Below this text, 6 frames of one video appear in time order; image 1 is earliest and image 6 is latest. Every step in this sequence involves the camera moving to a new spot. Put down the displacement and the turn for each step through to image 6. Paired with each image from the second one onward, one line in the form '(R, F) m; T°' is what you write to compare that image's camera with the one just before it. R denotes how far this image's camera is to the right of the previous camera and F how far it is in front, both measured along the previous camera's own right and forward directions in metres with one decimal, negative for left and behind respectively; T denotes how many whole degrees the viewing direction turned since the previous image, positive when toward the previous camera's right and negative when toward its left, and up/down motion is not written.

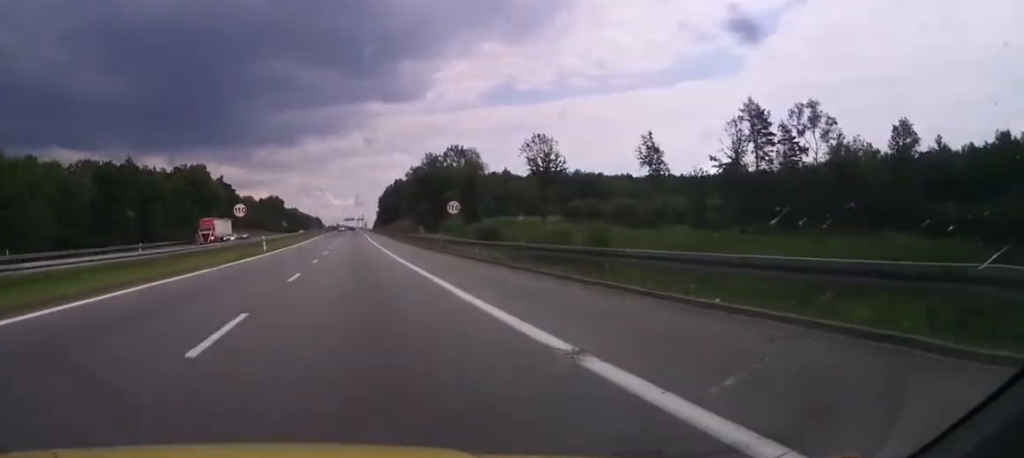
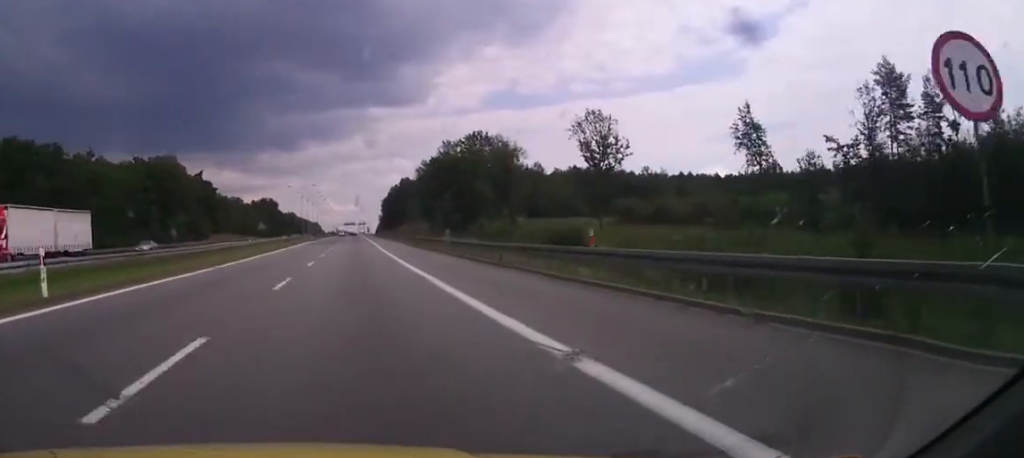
(-0.3, +39.0) m; 0°
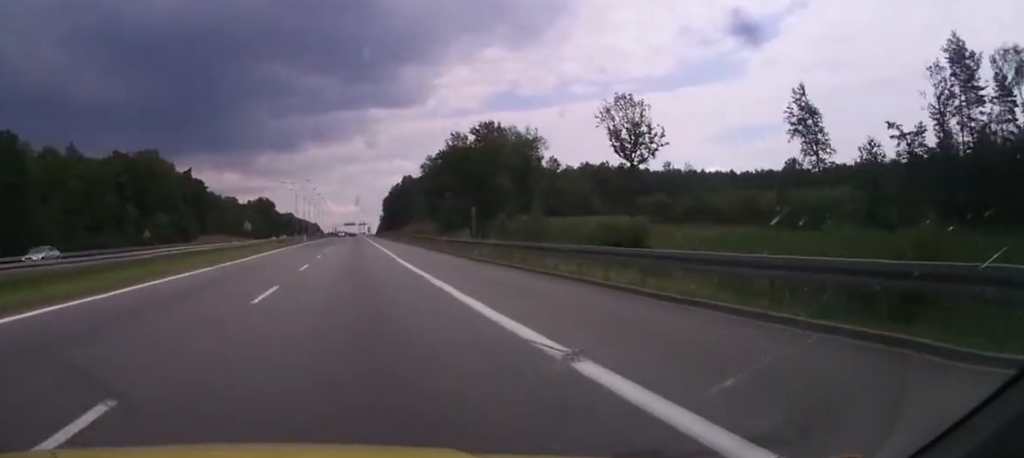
(+0.2, +15.5) m; 0°
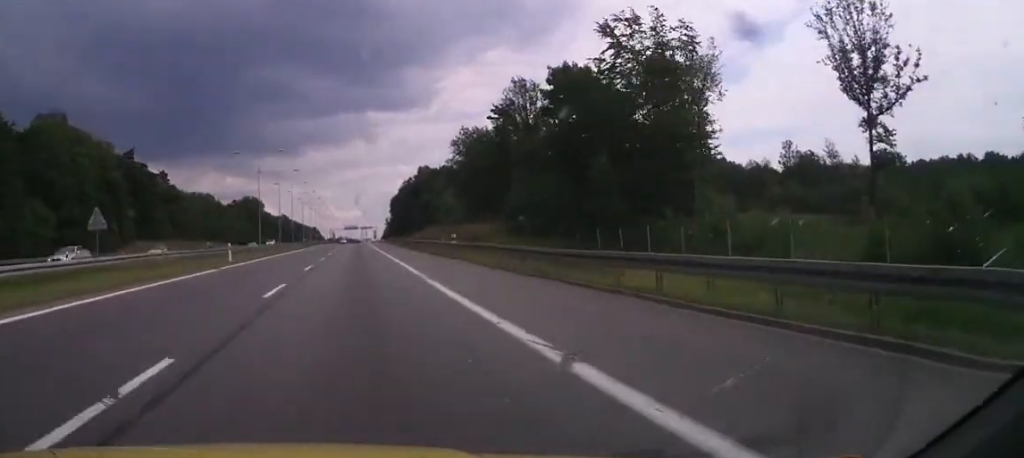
(-0.1, +59.9) m; 0°
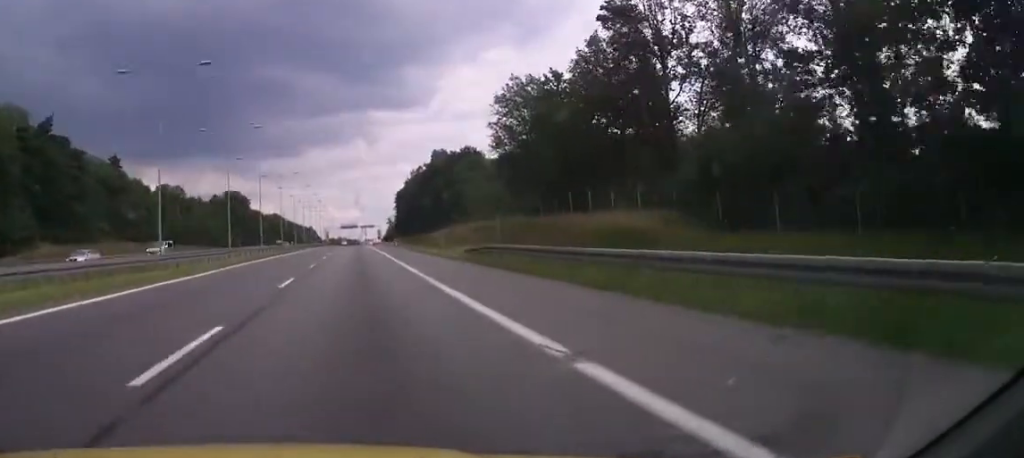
(+0.2, +45.8) m; 0°
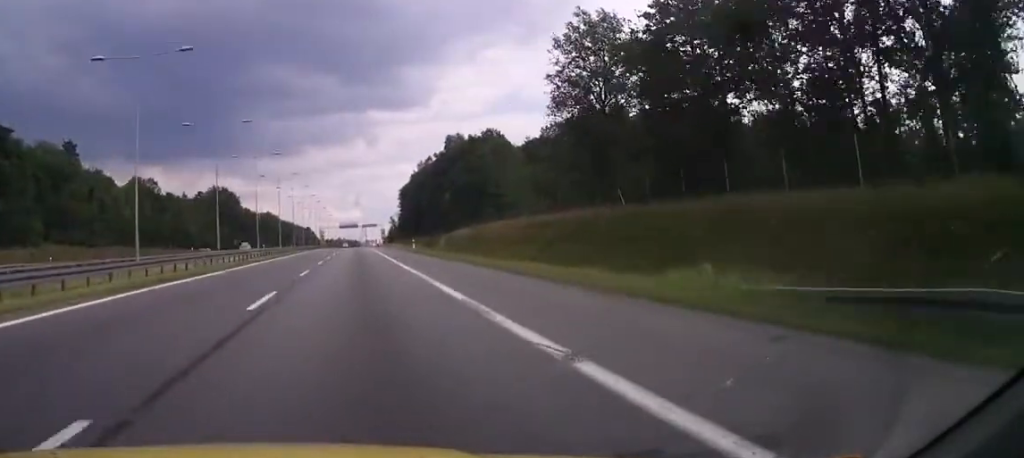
(-0.2, +29.9) m; 0°
